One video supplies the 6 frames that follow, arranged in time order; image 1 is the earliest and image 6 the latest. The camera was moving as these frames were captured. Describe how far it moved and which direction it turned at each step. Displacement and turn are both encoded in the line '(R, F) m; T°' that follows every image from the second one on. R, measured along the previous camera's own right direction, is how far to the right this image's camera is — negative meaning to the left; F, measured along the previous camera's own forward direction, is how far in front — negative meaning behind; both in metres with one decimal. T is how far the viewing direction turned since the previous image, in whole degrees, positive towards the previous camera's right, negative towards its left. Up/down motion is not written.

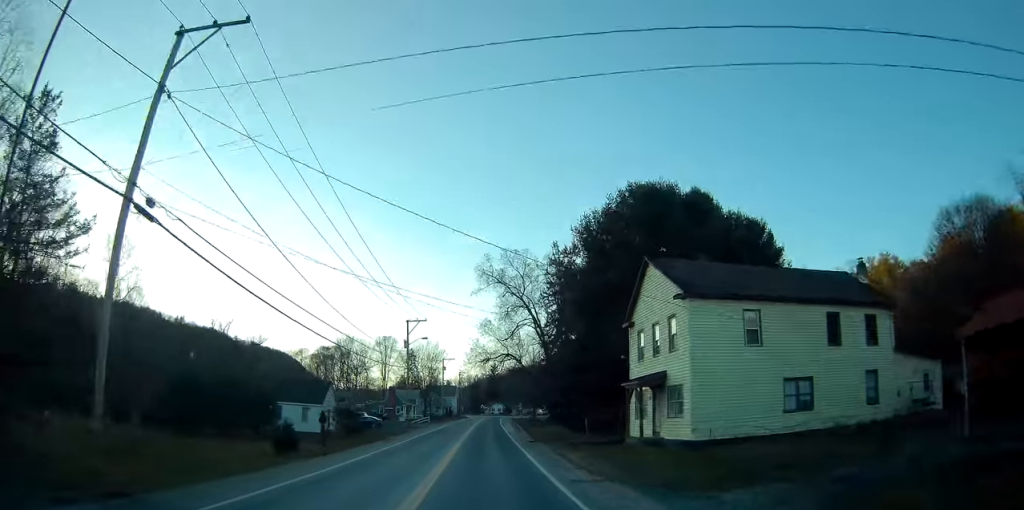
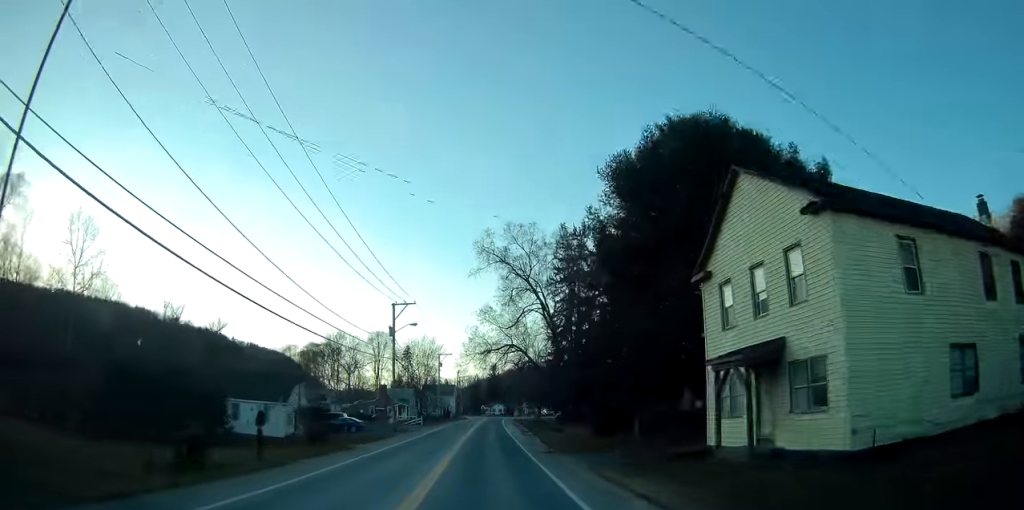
(0.0, +10.6) m; 0°
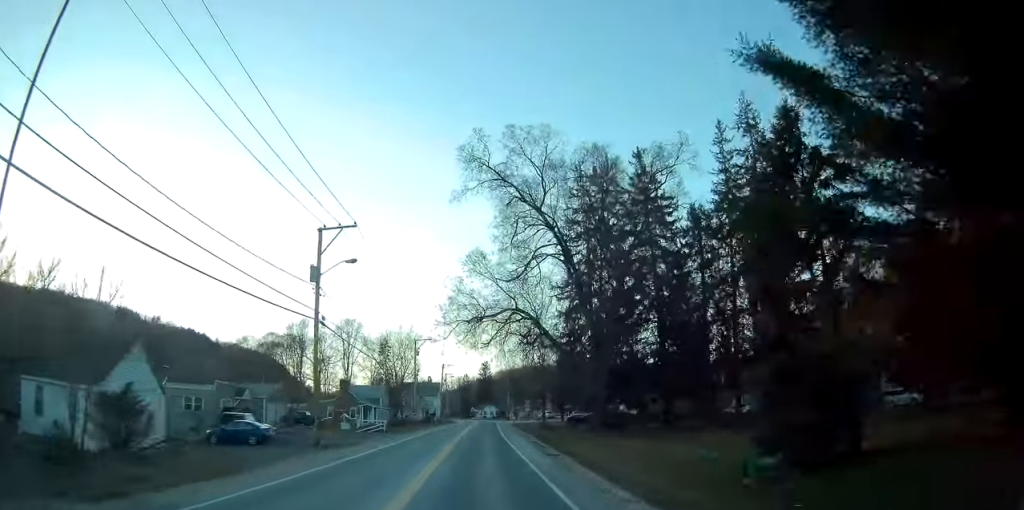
(0.0, +23.8) m; 0°
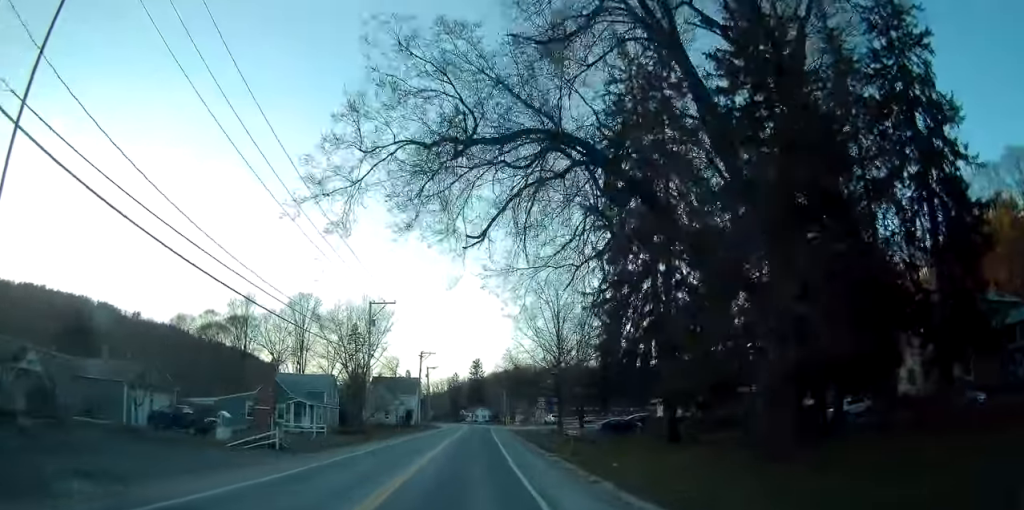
(+0.3, +27.5) m; +2°
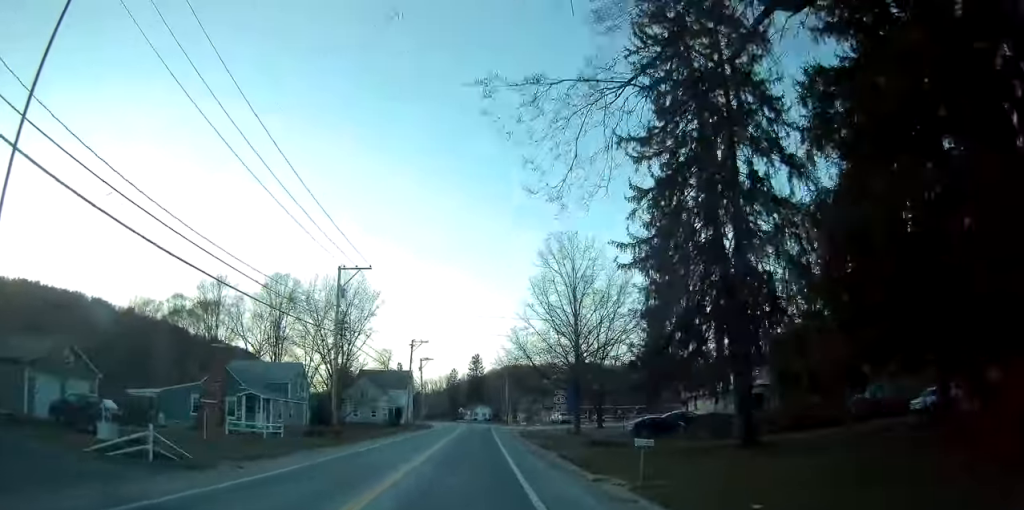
(+0.2, +11.7) m; 0°
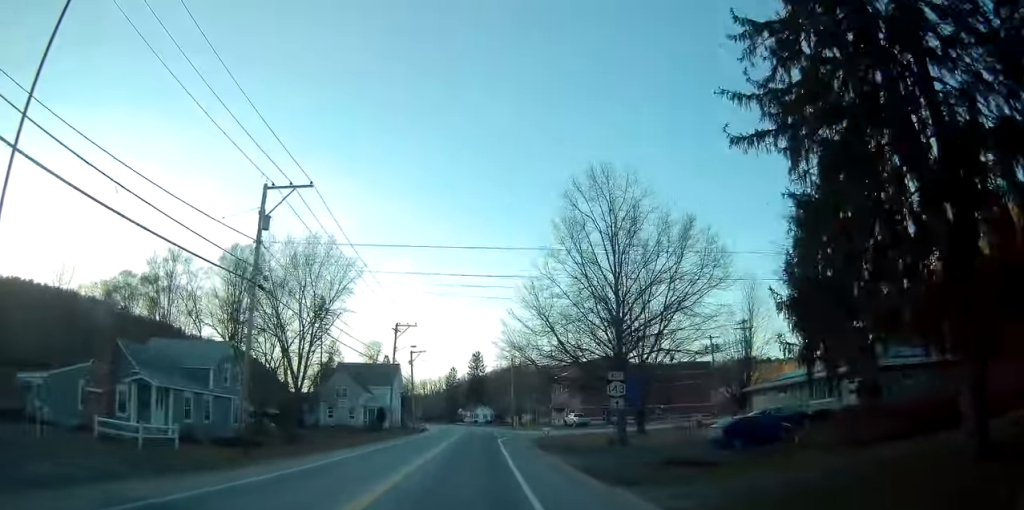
(-0.1, +15.6) m; 0°
